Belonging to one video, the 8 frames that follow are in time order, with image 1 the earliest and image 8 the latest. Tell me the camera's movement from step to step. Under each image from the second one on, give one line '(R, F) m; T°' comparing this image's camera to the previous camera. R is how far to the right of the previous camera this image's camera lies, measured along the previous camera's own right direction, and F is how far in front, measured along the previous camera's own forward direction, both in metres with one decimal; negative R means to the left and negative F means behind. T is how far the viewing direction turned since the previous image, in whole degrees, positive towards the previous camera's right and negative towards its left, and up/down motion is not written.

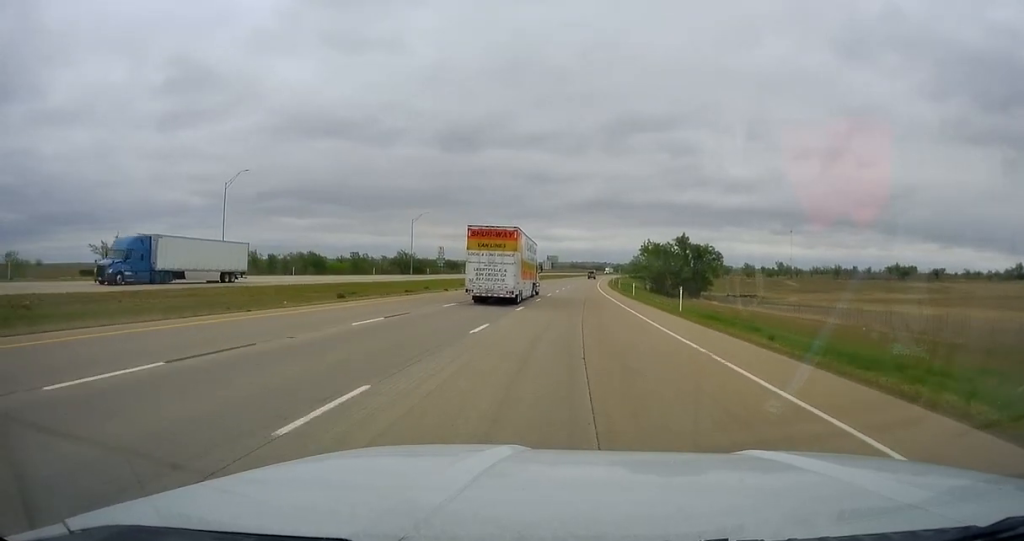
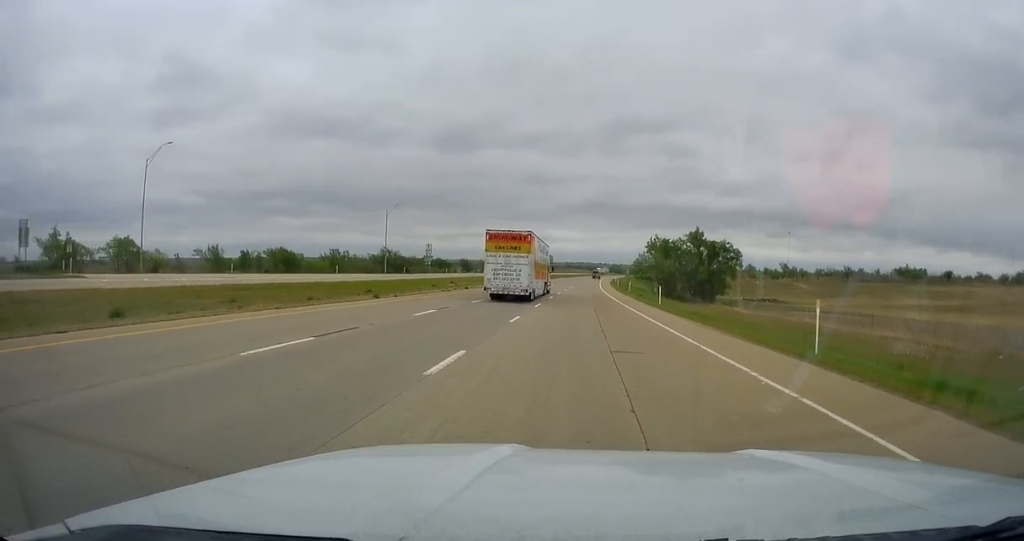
(+0.2, +19.6) m; 0°
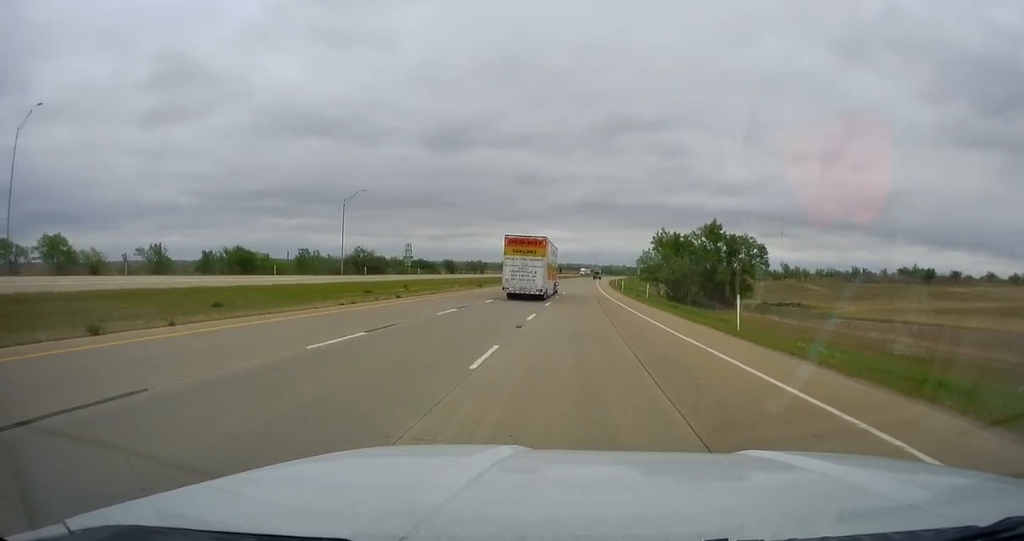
(+0.2, +22.1) m; 0°
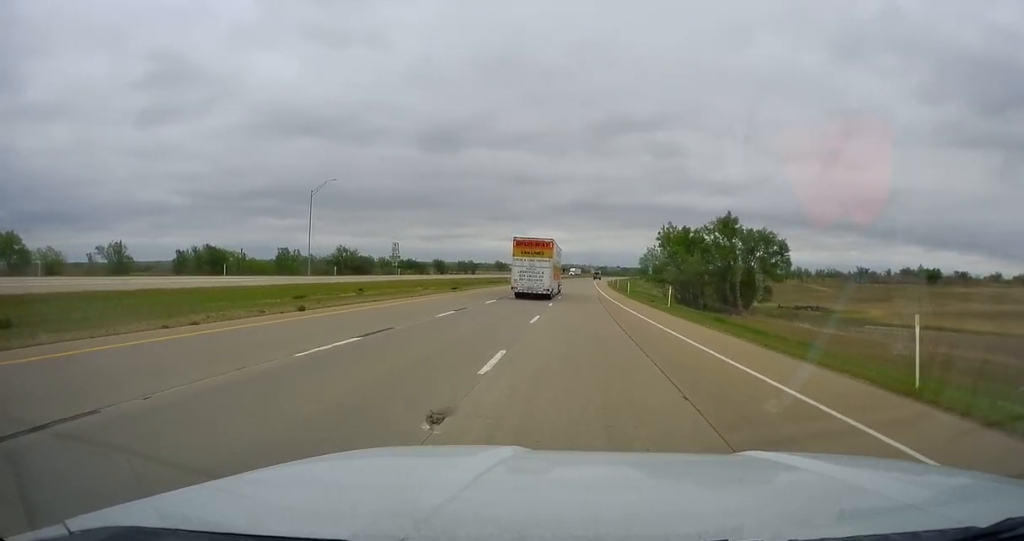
(-0.3, +13.4) m; 0°
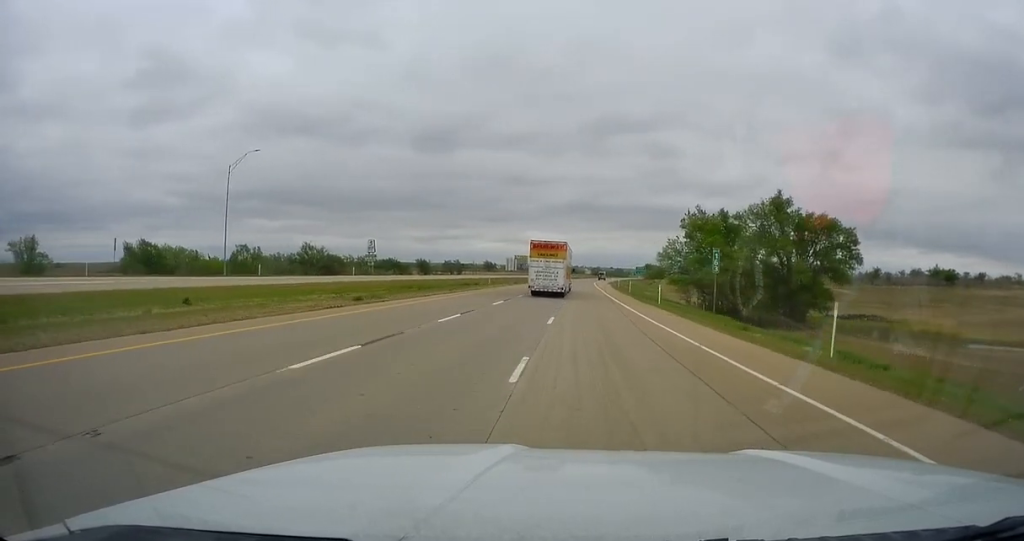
(+0.4, +25.9) m; +1°
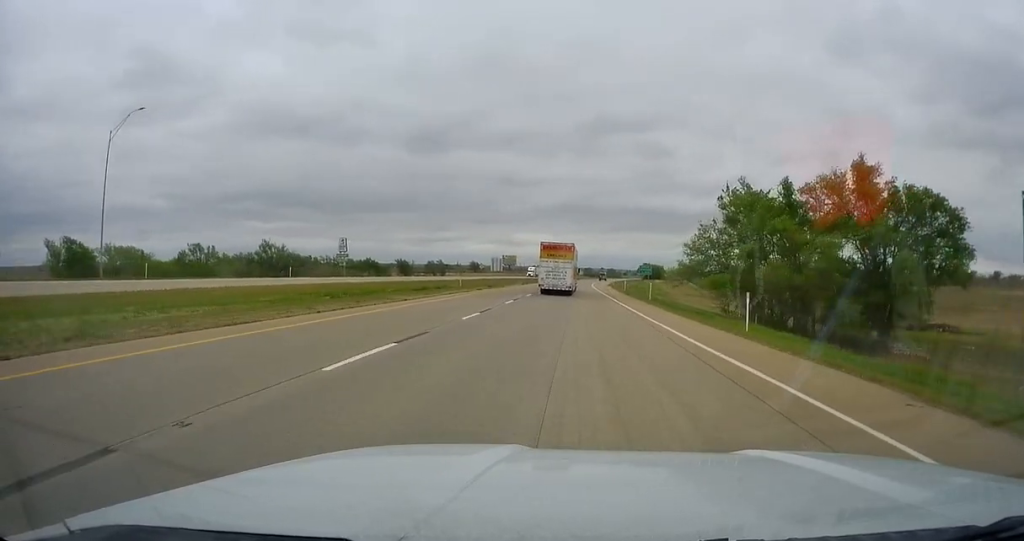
(+0.2, +23.1) m; 0°
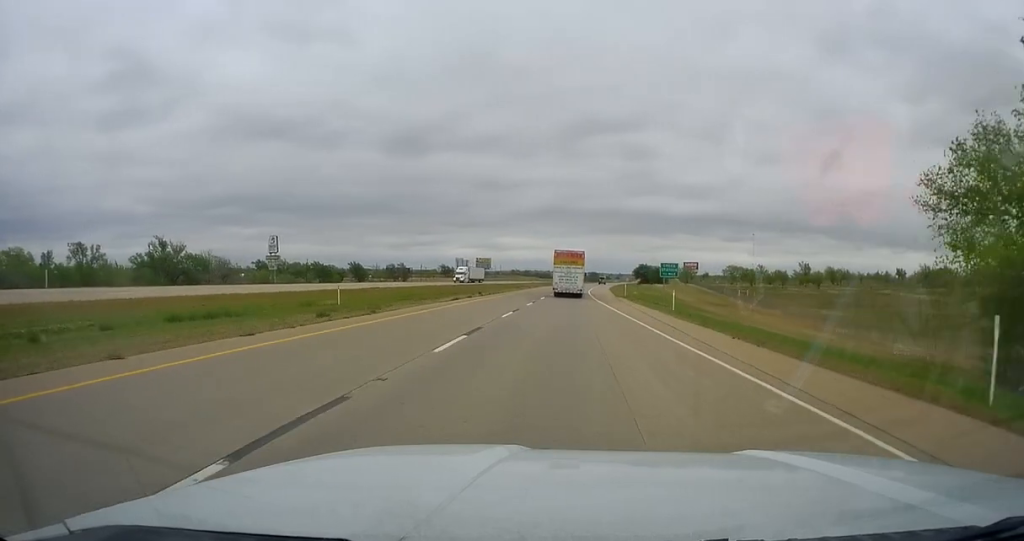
(+0.1, +43.9) m; +1°
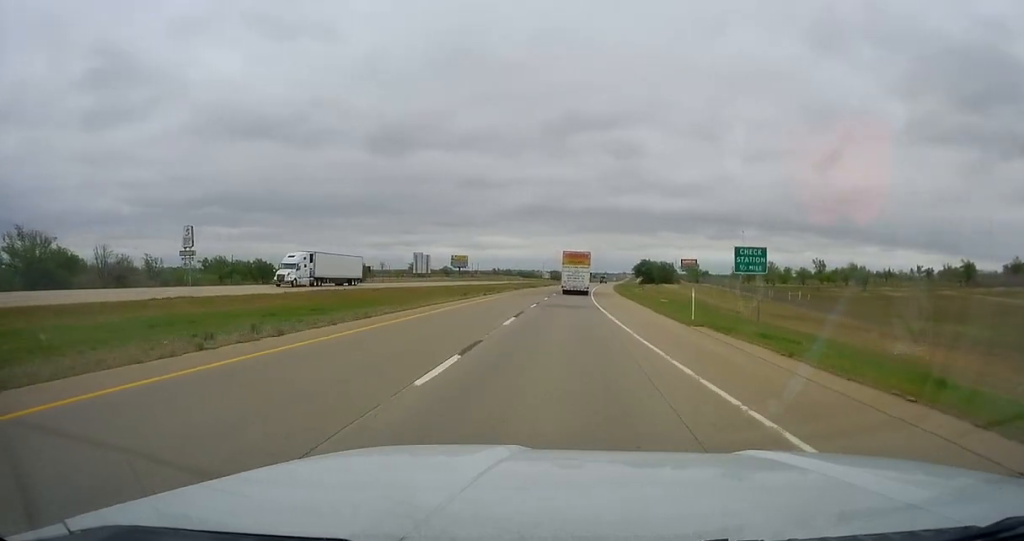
(+0.6, +39.9) m; +3°
